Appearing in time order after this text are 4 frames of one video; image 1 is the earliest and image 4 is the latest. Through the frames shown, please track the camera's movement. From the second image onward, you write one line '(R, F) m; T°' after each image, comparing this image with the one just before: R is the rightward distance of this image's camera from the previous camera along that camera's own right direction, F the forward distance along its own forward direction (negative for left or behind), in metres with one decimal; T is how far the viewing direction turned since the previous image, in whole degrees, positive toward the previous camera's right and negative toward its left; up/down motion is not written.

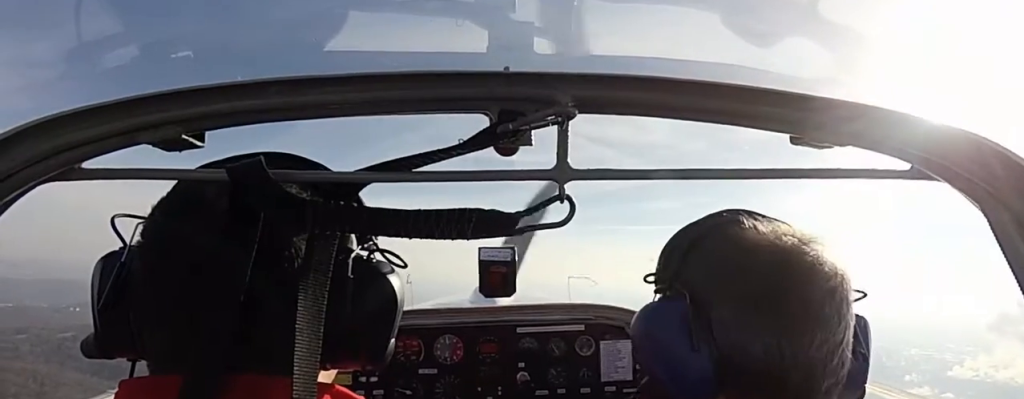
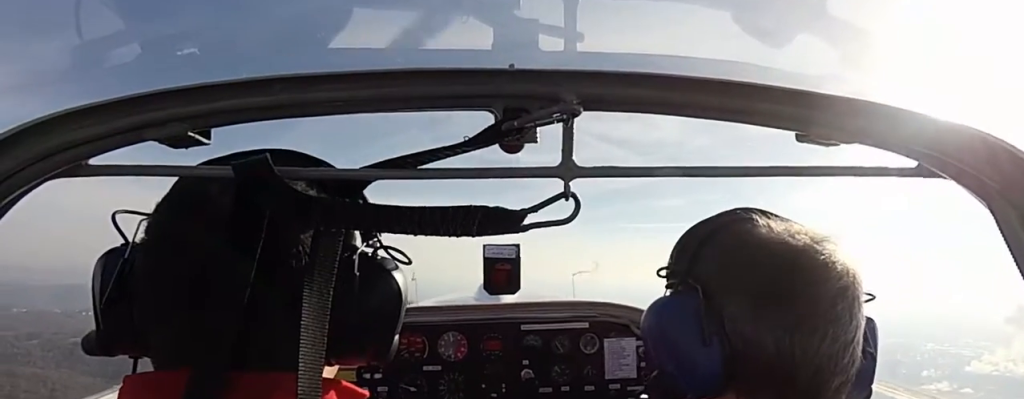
(-0.7, +9.1) m; 0°
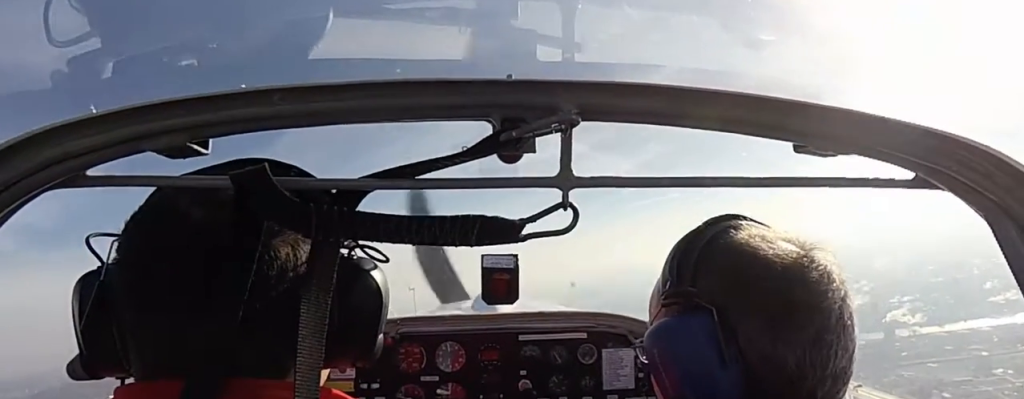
(+2.6, +33.4) m; +6°
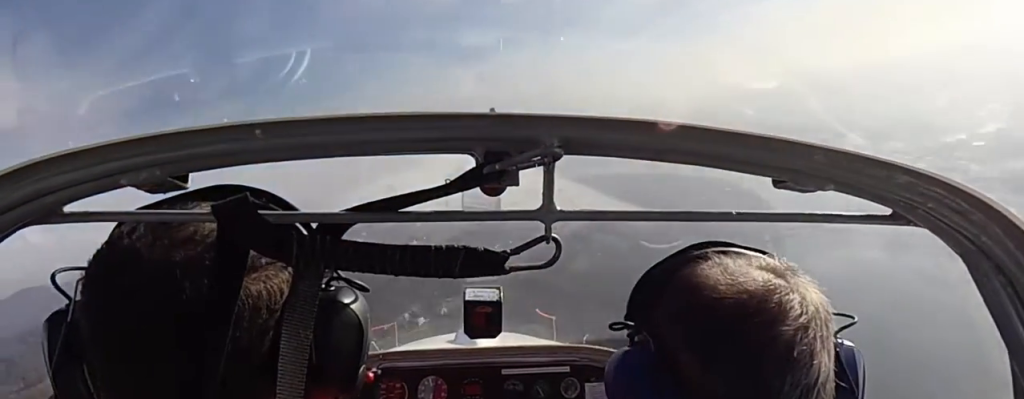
(+1.0, +36.7) m; +1°
